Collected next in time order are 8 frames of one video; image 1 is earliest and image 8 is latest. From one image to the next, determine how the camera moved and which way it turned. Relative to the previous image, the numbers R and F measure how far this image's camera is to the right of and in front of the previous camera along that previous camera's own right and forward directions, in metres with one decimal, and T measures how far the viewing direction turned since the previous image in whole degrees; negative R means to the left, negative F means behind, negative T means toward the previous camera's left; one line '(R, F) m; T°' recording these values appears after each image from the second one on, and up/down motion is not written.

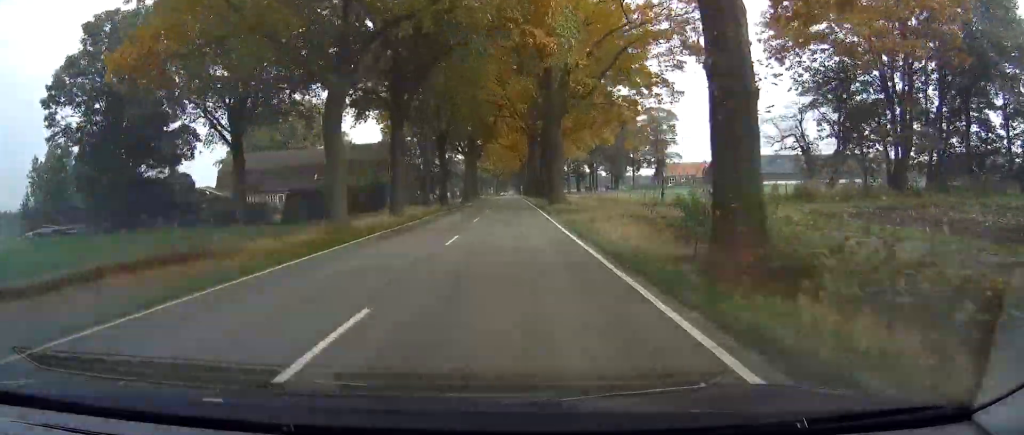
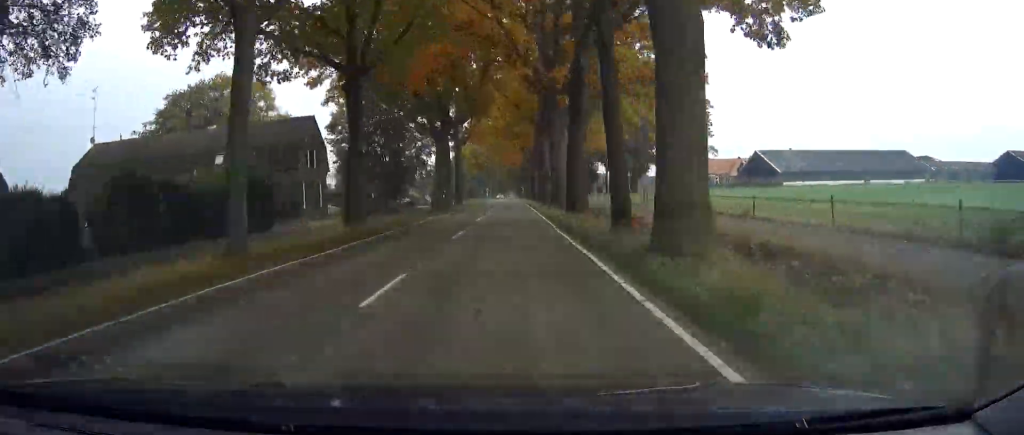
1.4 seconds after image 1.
(-0.2, +32.6) m; 0°
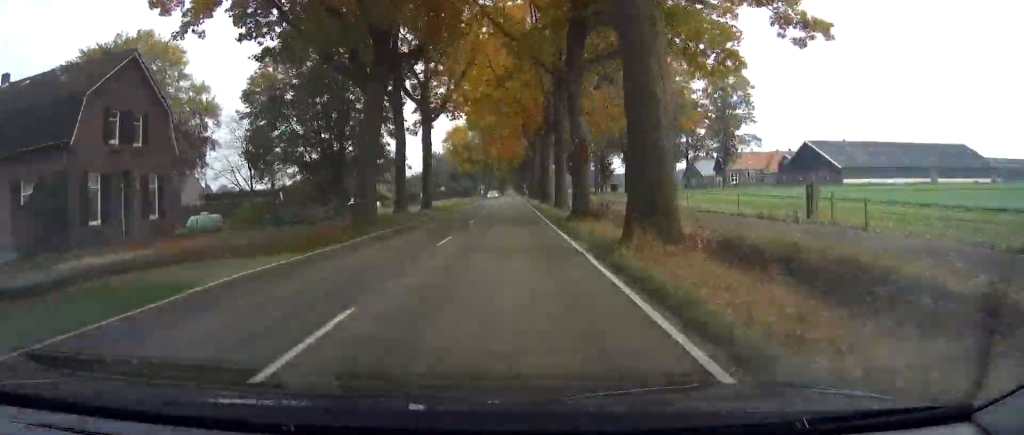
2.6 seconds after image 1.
(+0.1, +27.9) m; 0°
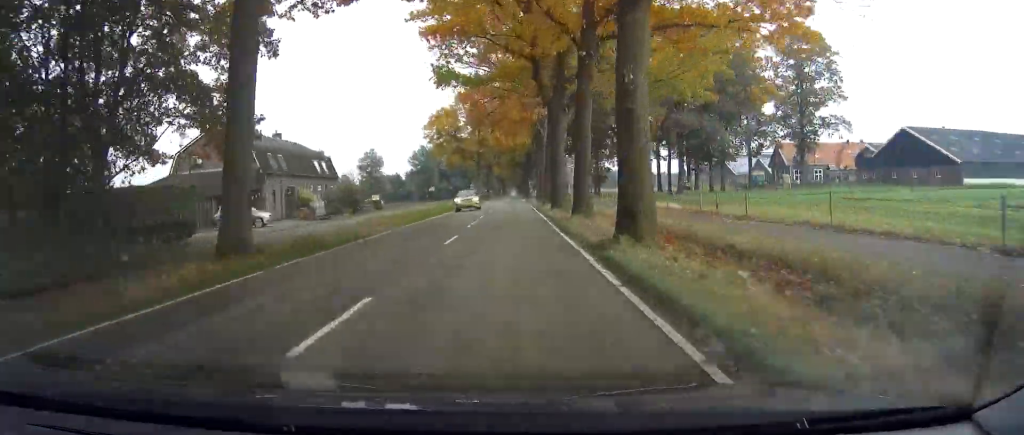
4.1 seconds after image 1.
(+0.2, +35.8) m; +1°
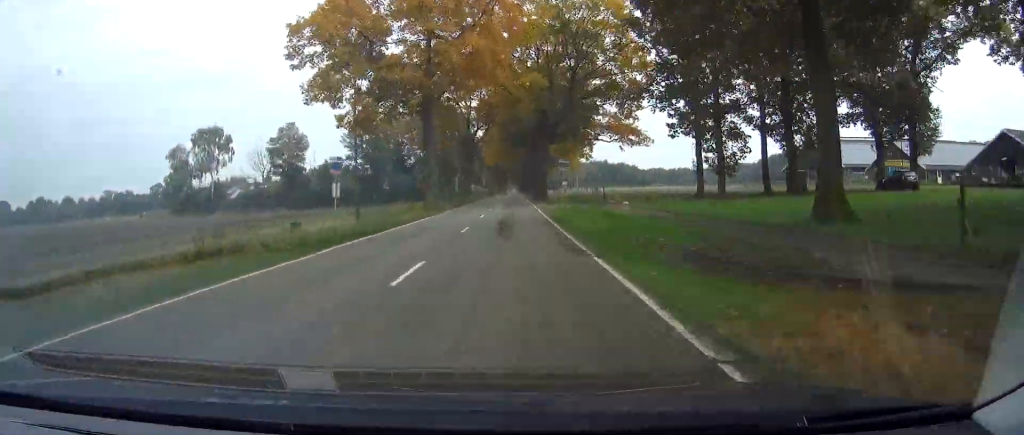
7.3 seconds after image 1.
(+0.4, +74.4) m; 0°
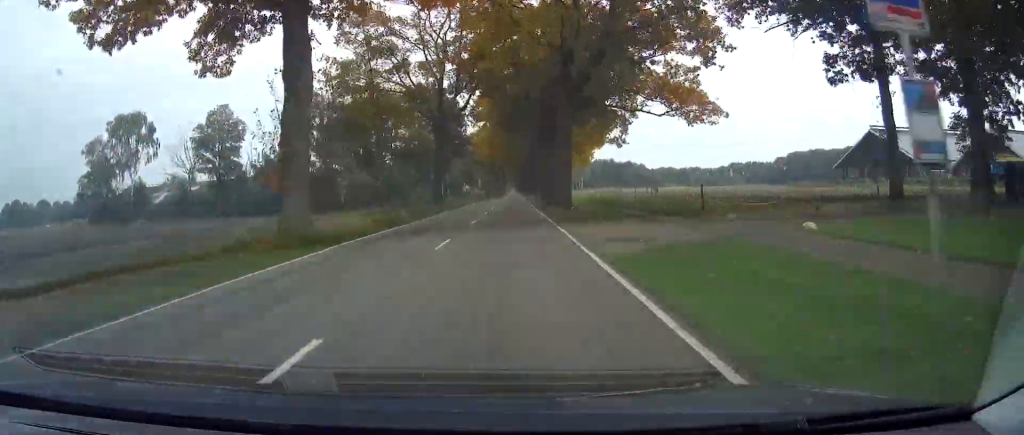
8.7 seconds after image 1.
(0.0, +30.9) m; 0°
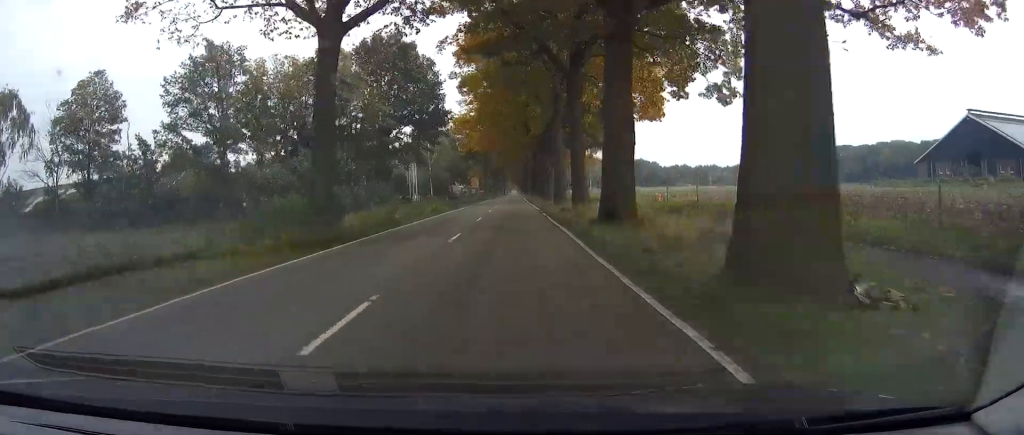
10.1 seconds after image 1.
(0.0, +33.9) m; 0°
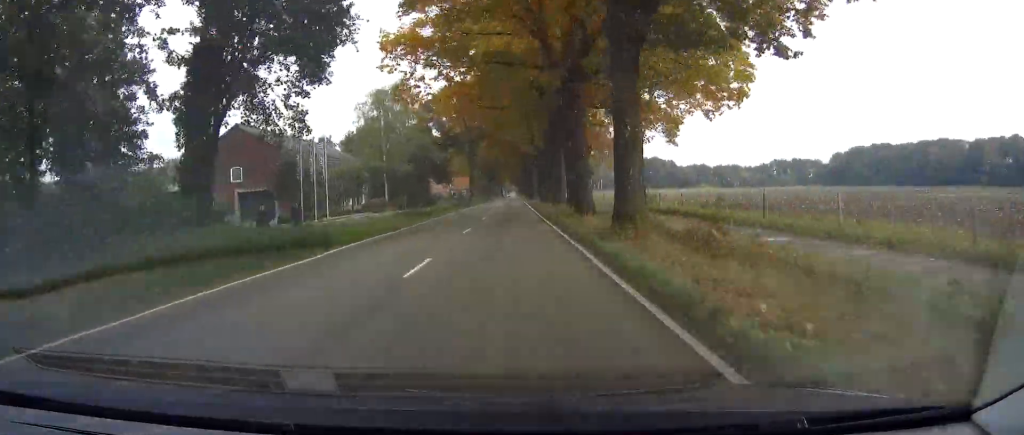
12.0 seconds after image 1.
(-0.3, +42.9) m; -1°
